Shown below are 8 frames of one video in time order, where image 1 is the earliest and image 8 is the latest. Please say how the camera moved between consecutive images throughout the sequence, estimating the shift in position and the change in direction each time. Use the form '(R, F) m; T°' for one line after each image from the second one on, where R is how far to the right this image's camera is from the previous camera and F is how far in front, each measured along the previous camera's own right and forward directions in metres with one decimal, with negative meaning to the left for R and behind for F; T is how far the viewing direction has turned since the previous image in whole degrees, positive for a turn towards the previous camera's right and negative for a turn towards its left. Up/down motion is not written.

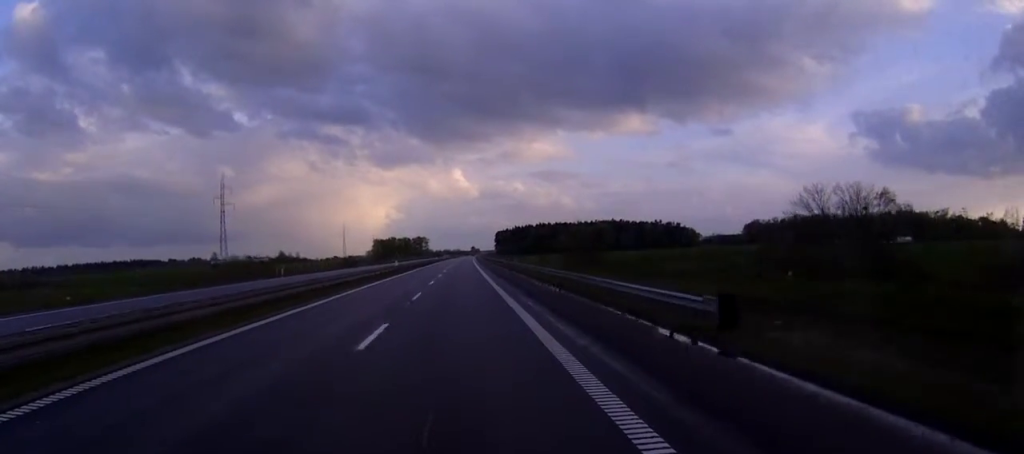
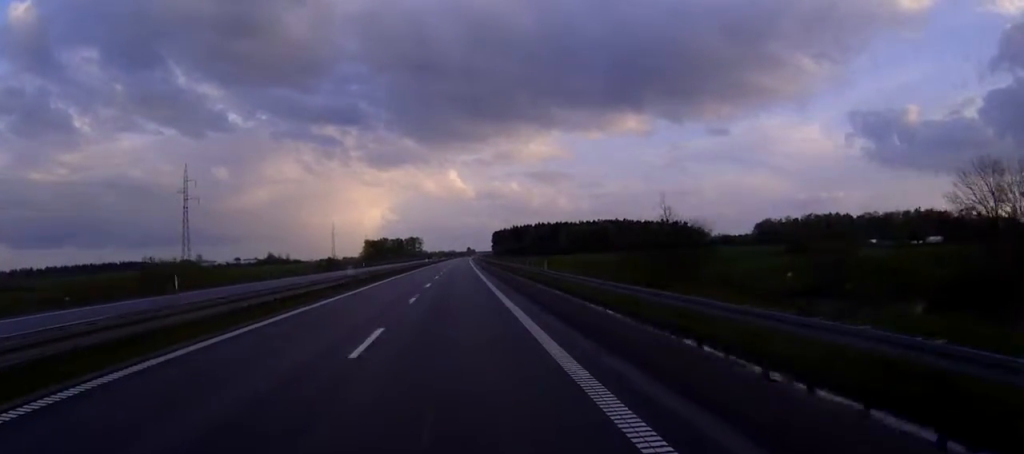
(+0.1, +30.7) m; +1°
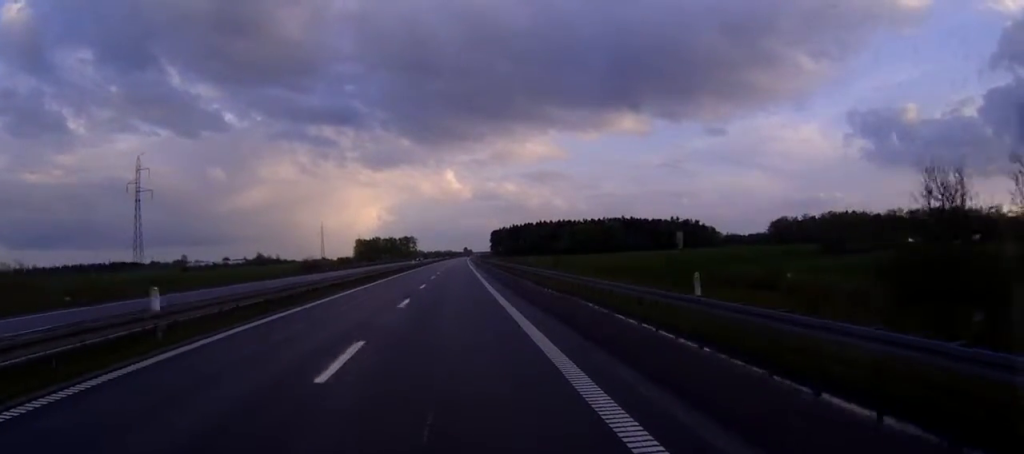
(0.0, +32.4) m; 0°
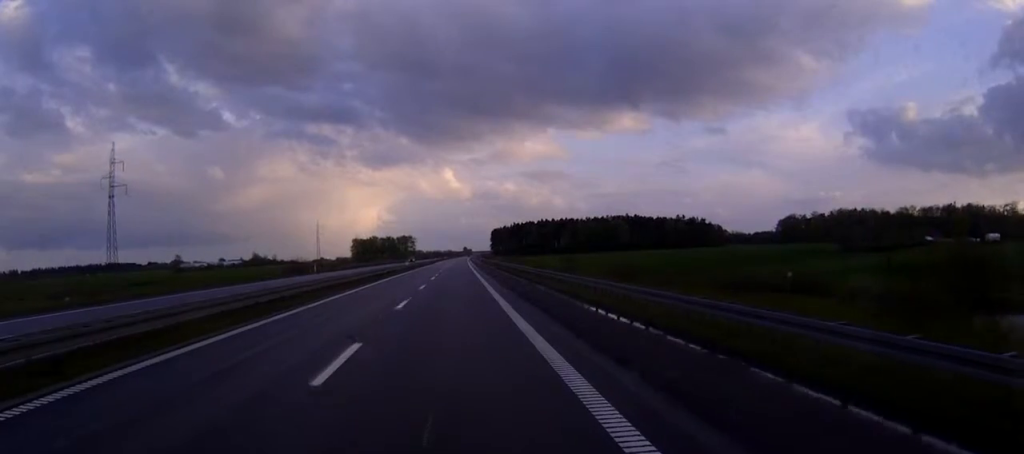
(-0.1, +15.0) m; 0°
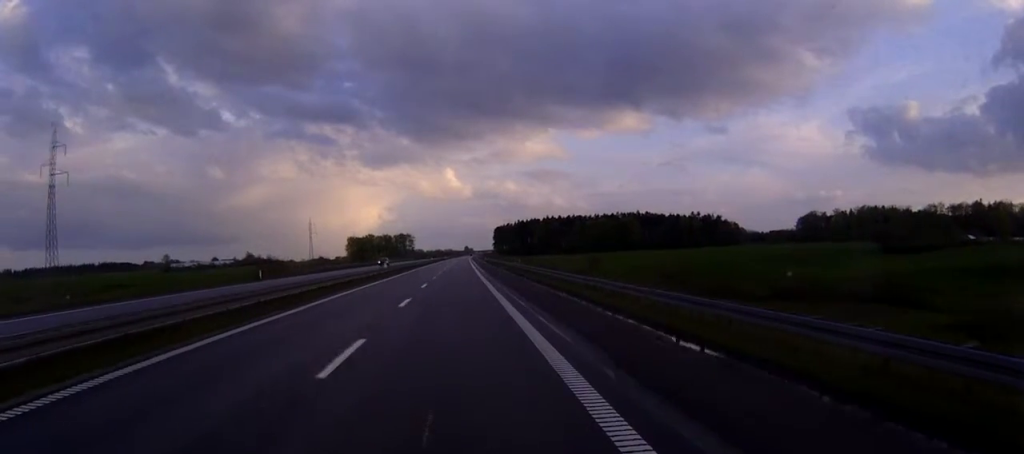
(0.0, +29.3) m; 0°
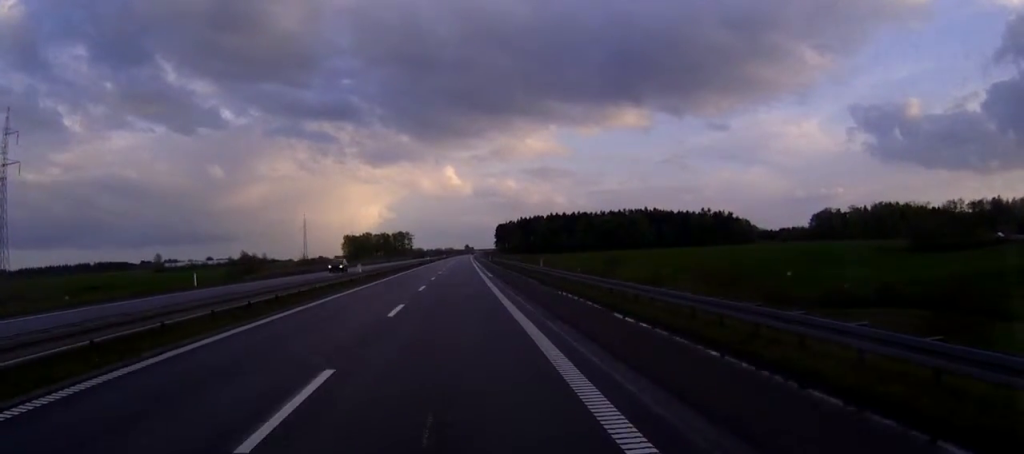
(-0.1, +19.3) m; 0°
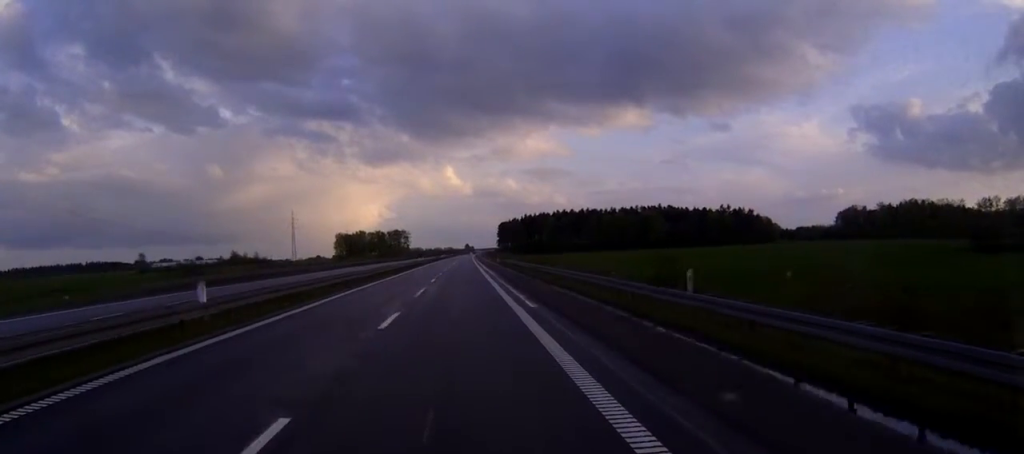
(+0.1, +33.5) m; 0°
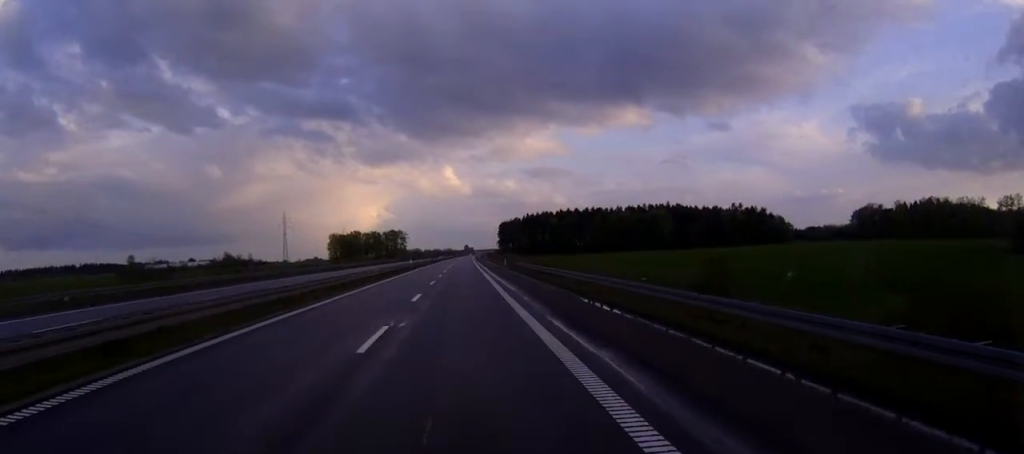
(0.0, +19.3) m; 0°
